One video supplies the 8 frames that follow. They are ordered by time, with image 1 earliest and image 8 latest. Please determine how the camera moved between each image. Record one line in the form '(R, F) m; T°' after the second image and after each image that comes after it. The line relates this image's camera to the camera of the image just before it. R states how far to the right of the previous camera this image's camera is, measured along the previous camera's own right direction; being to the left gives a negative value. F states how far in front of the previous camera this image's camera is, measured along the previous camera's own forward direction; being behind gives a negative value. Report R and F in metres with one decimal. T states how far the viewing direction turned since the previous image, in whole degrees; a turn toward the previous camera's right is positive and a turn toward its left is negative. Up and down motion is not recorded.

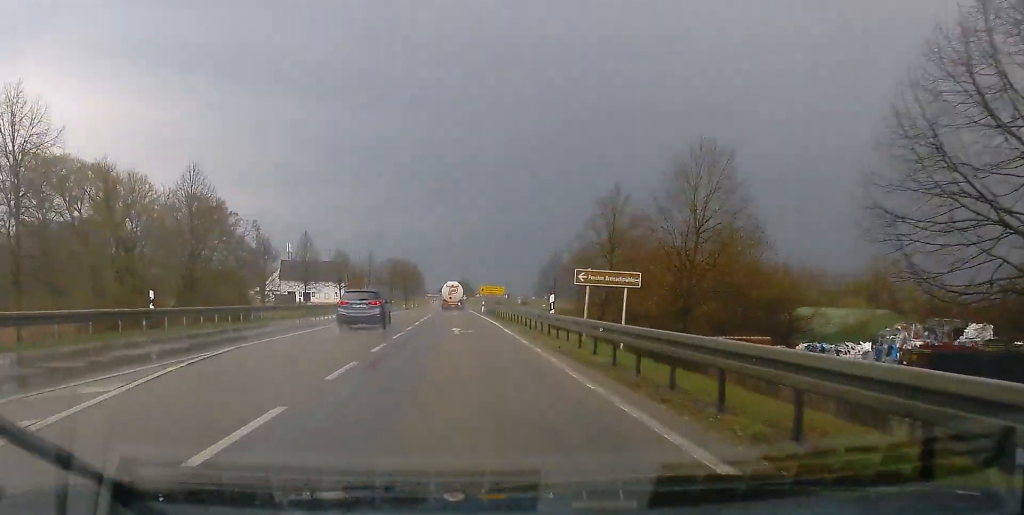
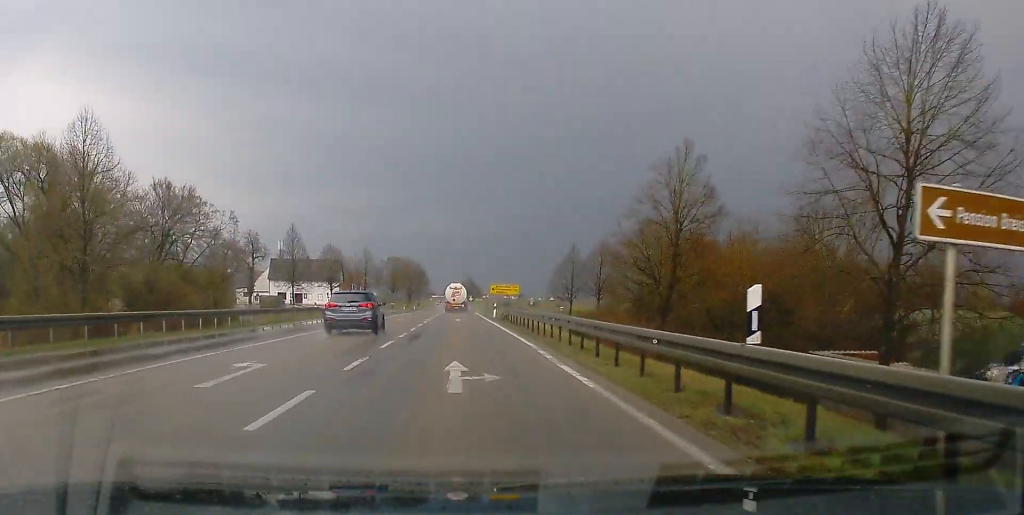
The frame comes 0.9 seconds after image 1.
(0.0, +16.3) m; 0°
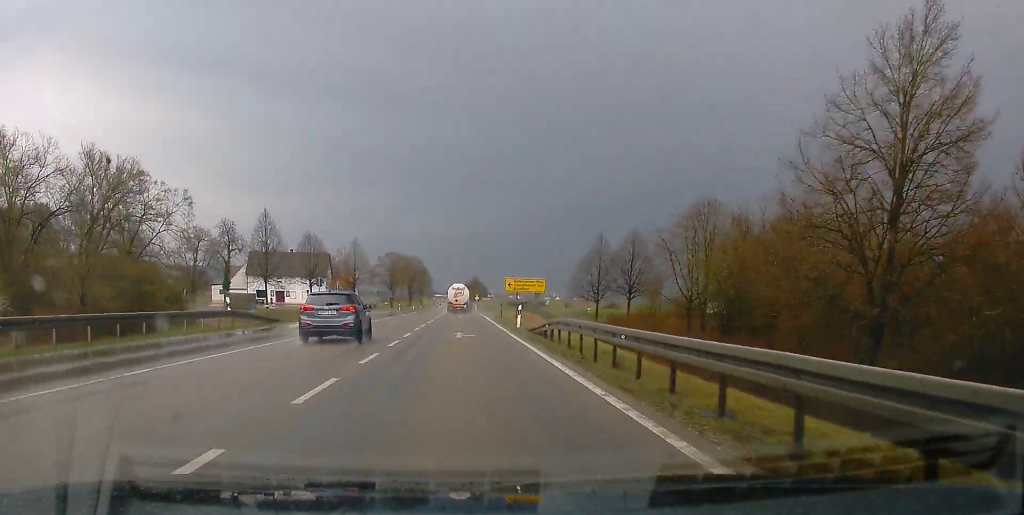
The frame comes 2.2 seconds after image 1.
(-0.1, +22.7) m; 0°
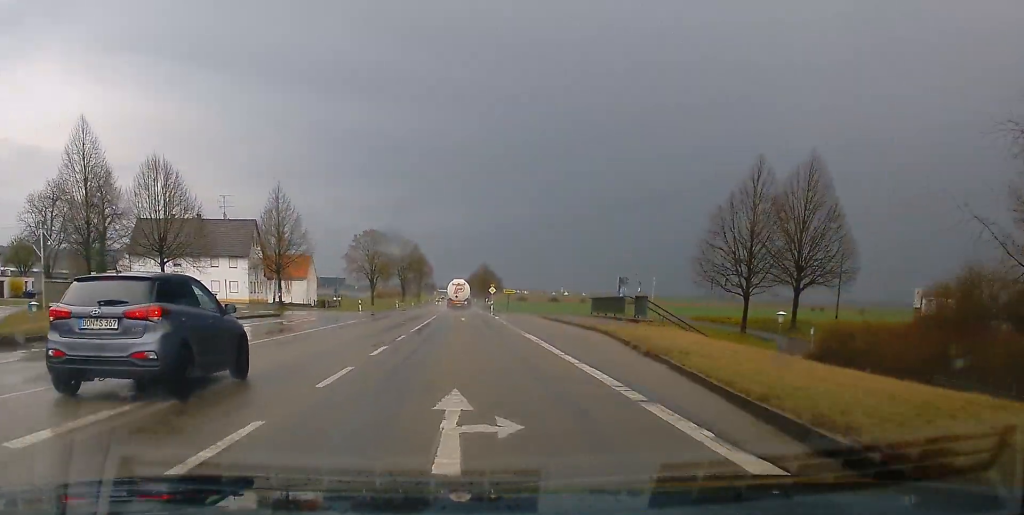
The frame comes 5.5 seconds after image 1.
(-0.3, +60.0) m; -1°
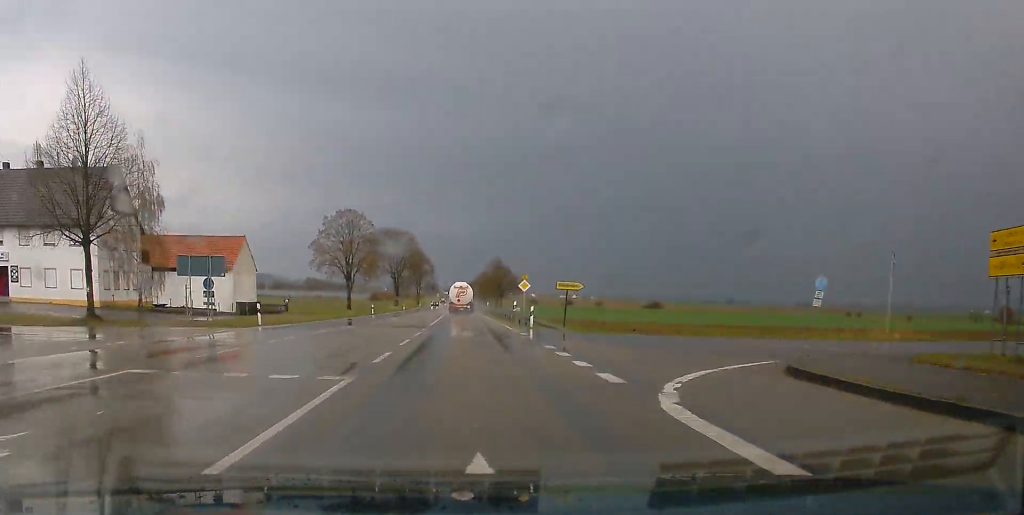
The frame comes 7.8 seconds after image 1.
(-0.4, +41.9) m; -1°
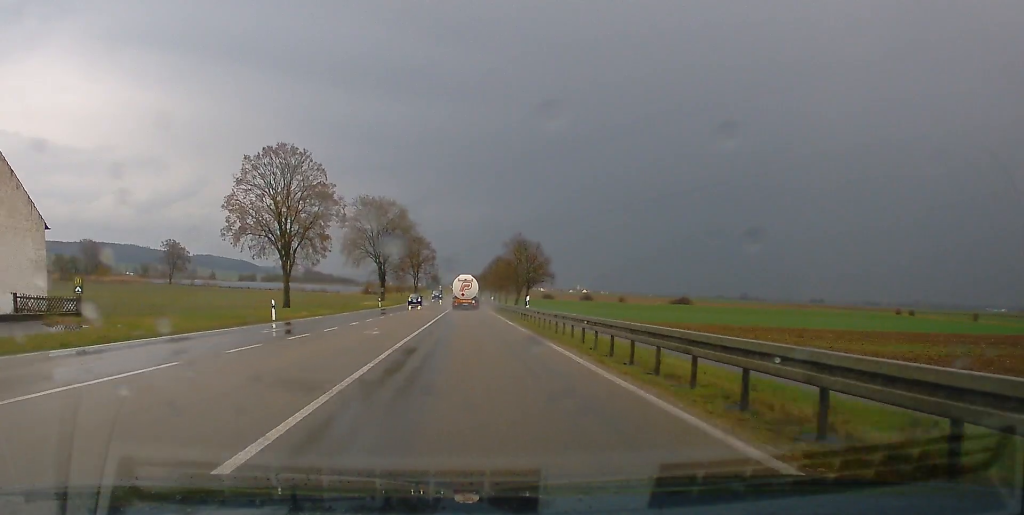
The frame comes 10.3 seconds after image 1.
(0.0, +49.5) m; -1°
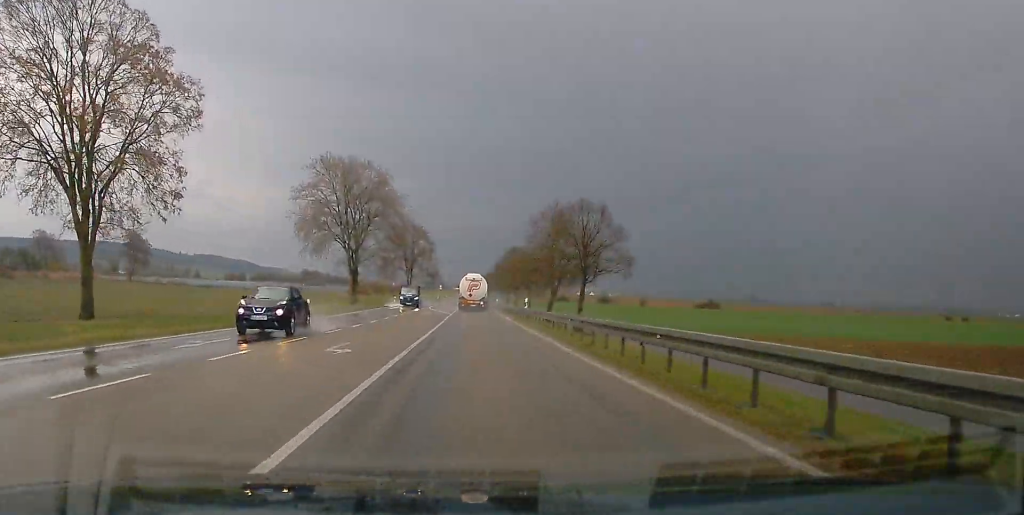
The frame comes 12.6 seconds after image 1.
(-0.8, +44.4) m; 0°
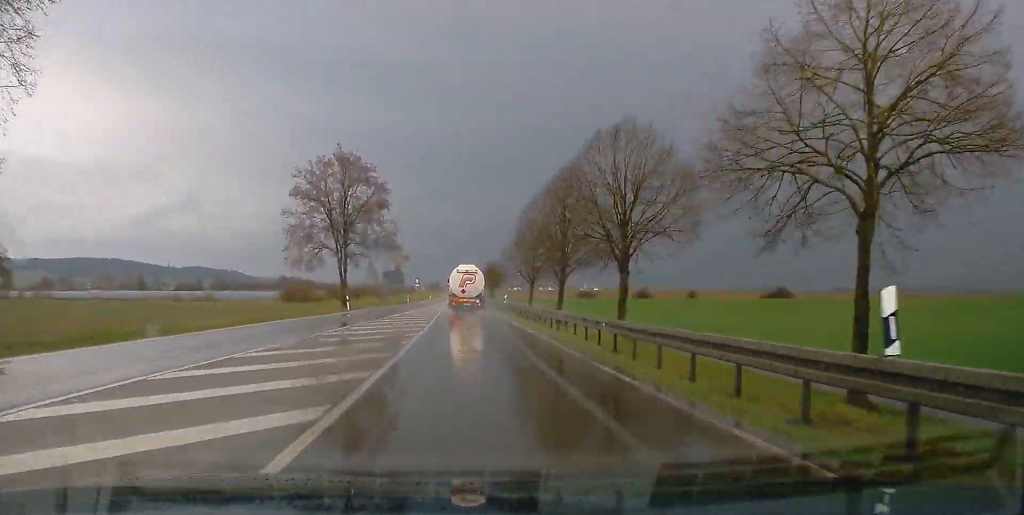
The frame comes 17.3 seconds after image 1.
(+1.7, +91.4) m; 0°
